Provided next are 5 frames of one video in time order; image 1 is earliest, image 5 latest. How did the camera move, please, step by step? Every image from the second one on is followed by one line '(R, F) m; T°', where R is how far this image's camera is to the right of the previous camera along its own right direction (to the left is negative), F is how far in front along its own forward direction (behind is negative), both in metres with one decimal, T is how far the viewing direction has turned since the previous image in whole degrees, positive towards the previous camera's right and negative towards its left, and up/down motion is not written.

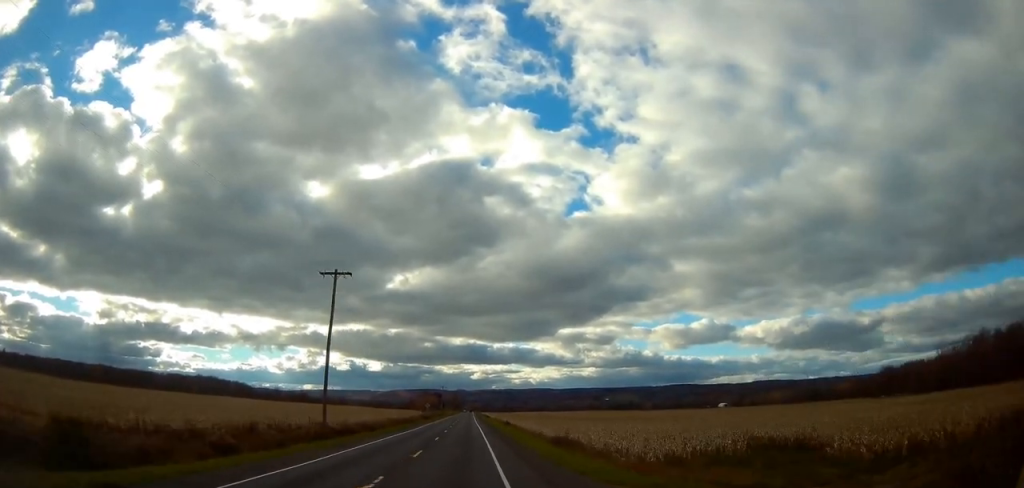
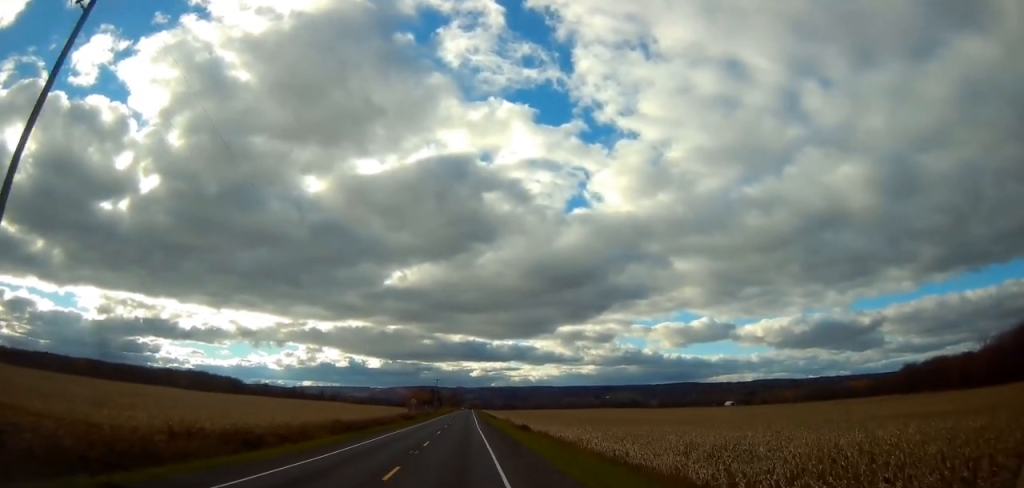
(-0.2, +31.7) m; -1°
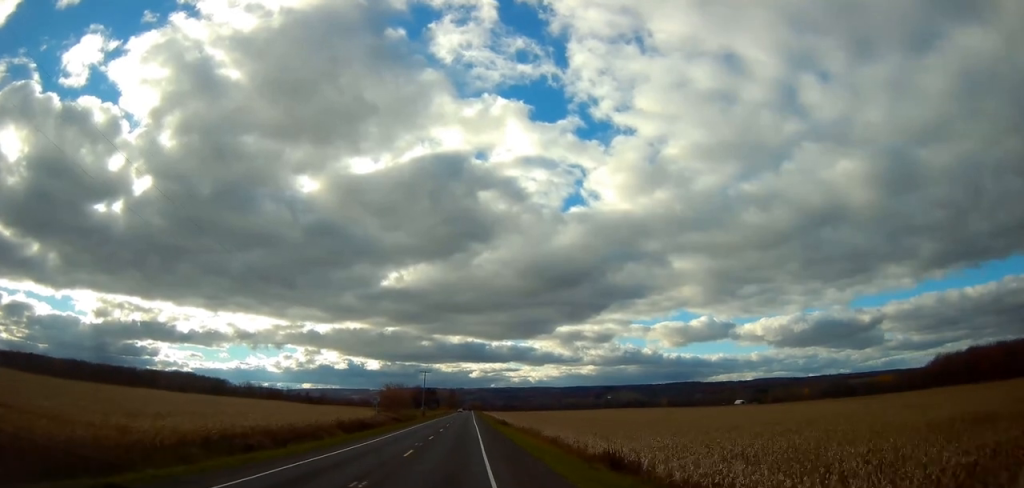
(-0.1, +41.2) m; 0°
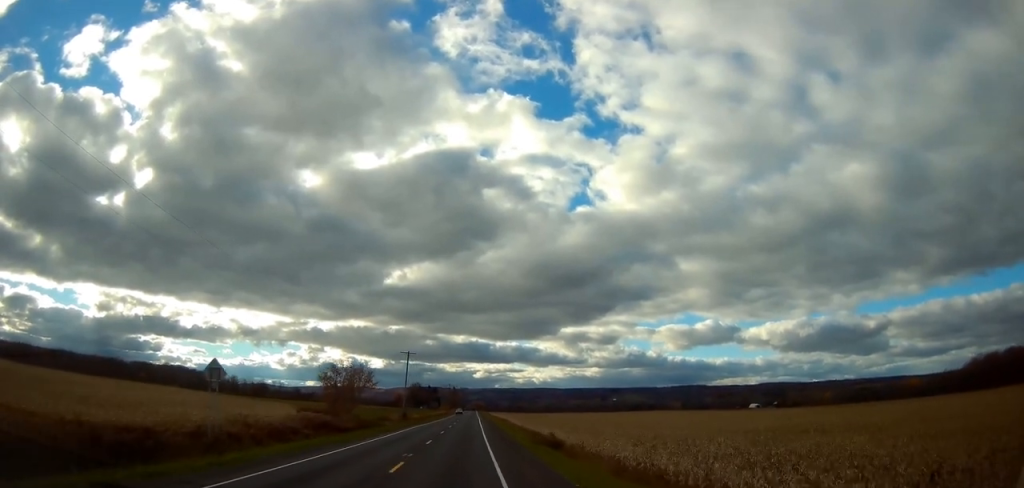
(0.0, +40.9) m; 0°
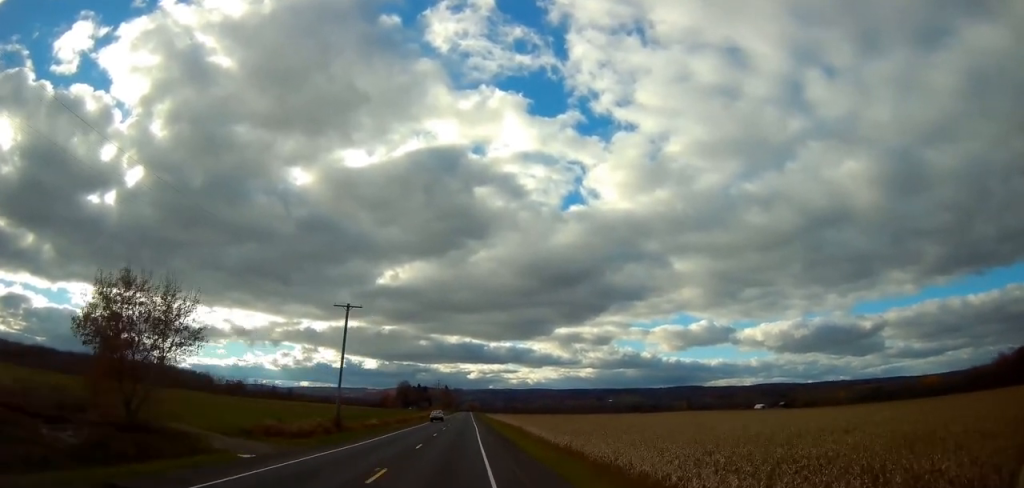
(+0.4, +35.9) m; 0°
